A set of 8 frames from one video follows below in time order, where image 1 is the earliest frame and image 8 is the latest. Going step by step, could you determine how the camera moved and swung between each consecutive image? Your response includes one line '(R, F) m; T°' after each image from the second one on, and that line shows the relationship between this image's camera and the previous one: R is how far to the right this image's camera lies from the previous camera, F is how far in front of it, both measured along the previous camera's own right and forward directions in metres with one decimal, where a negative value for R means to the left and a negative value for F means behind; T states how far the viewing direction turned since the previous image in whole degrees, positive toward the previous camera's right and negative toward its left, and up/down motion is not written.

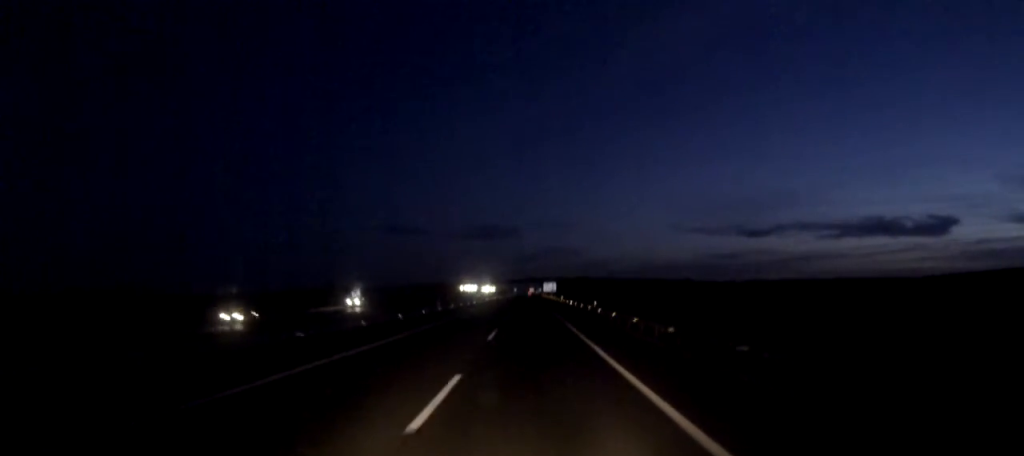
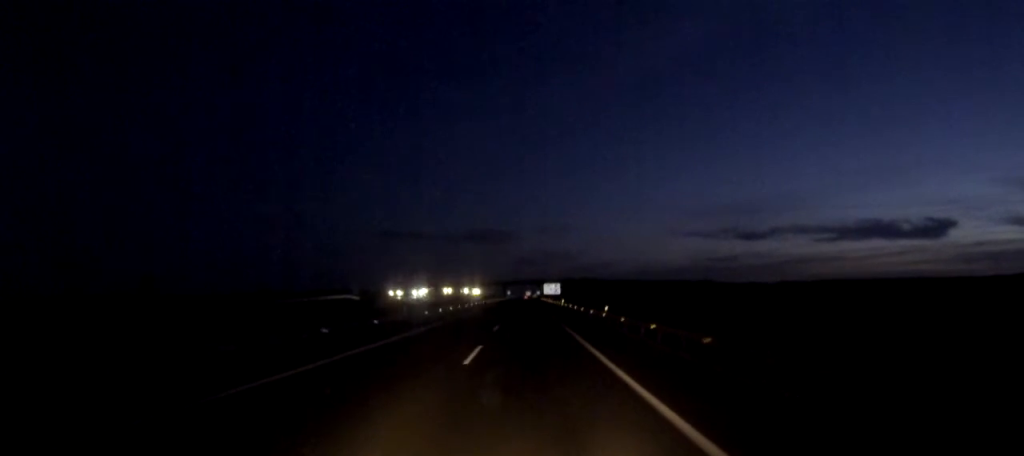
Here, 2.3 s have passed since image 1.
(+0.1, +60.9) m; 0°
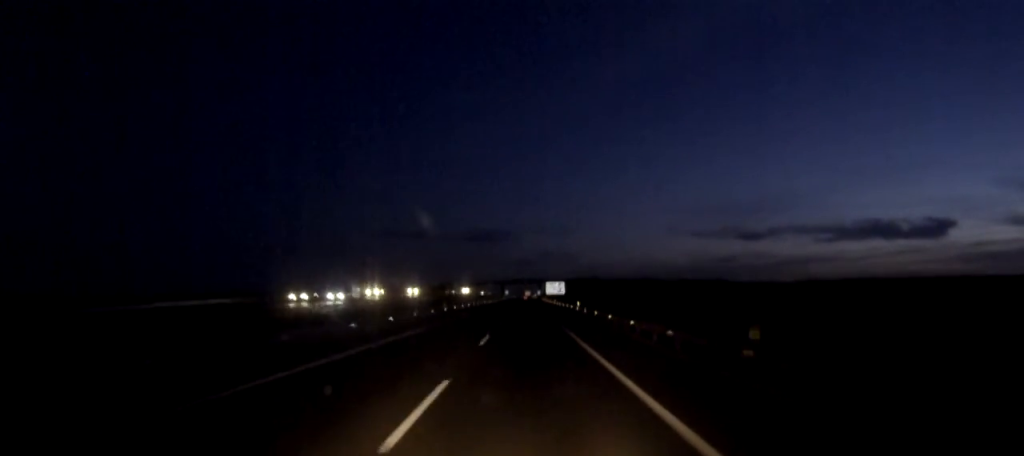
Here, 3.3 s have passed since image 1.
(0.0, +27.5) m; 0°
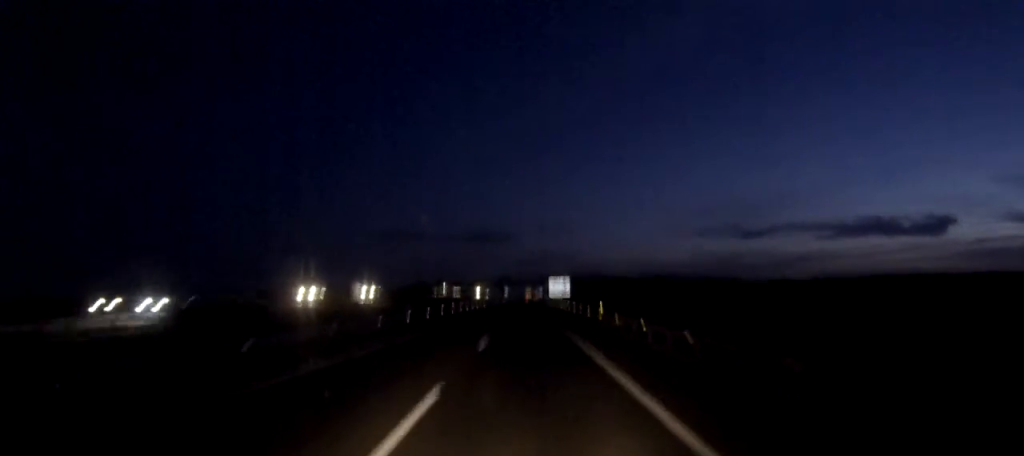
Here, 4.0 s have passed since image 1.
(0.0, +18.5) m; 0°
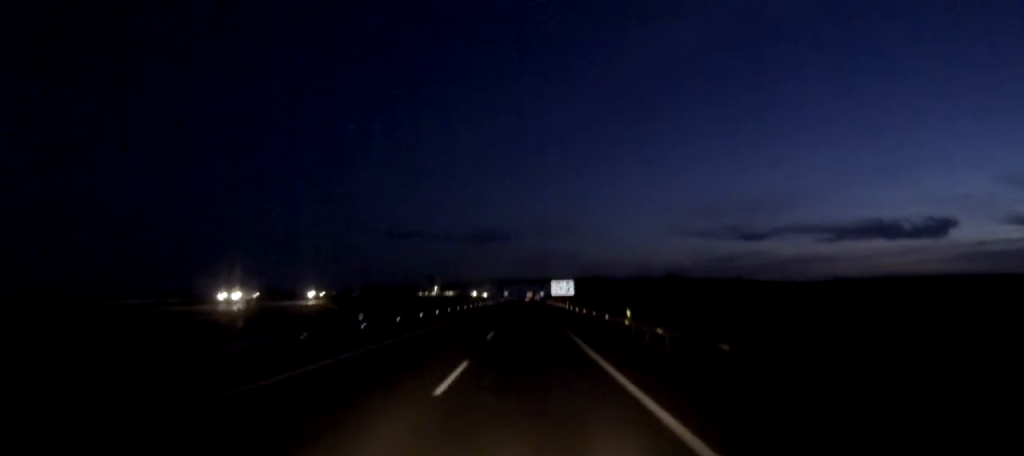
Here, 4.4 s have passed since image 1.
(0.0, +11.5) m; 0°
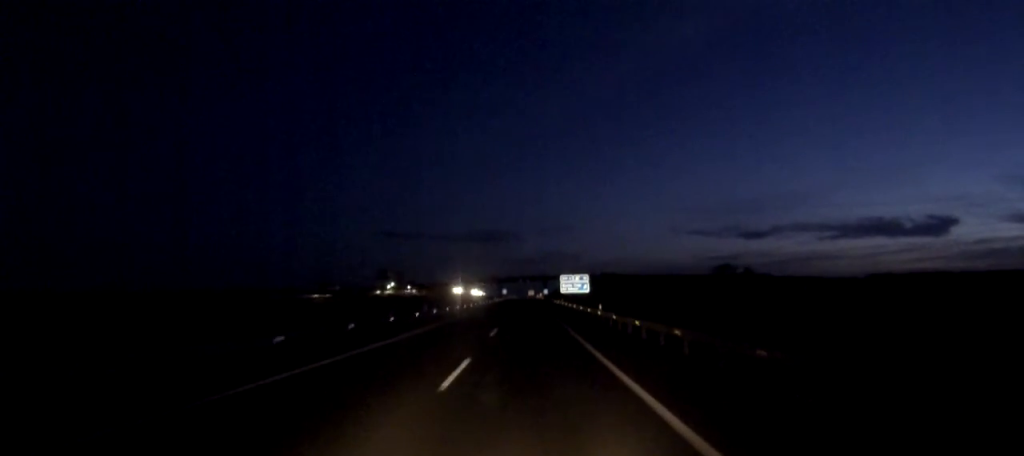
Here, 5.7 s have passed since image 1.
(-0.1, +34.5) m; 0°
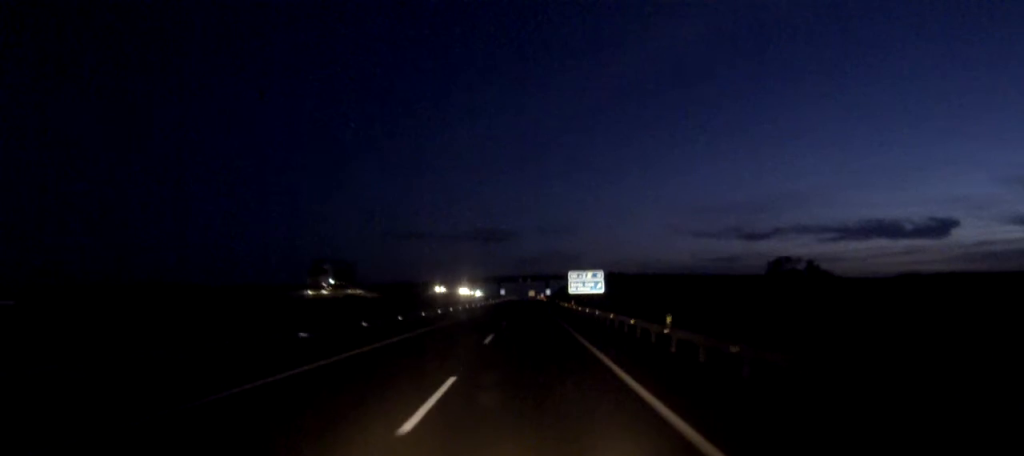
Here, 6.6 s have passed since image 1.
(0.0, +22.1) m; 0°
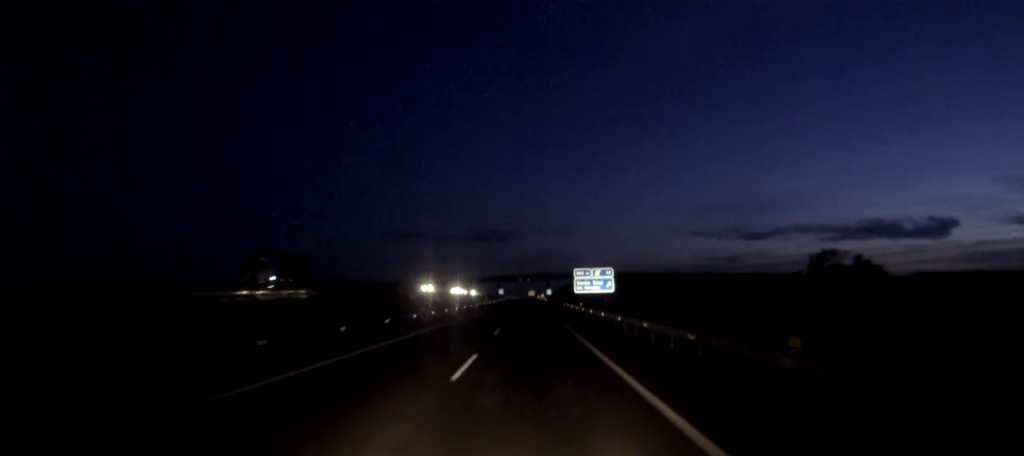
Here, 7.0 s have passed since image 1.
(0.0, +11.4) m; 0°
